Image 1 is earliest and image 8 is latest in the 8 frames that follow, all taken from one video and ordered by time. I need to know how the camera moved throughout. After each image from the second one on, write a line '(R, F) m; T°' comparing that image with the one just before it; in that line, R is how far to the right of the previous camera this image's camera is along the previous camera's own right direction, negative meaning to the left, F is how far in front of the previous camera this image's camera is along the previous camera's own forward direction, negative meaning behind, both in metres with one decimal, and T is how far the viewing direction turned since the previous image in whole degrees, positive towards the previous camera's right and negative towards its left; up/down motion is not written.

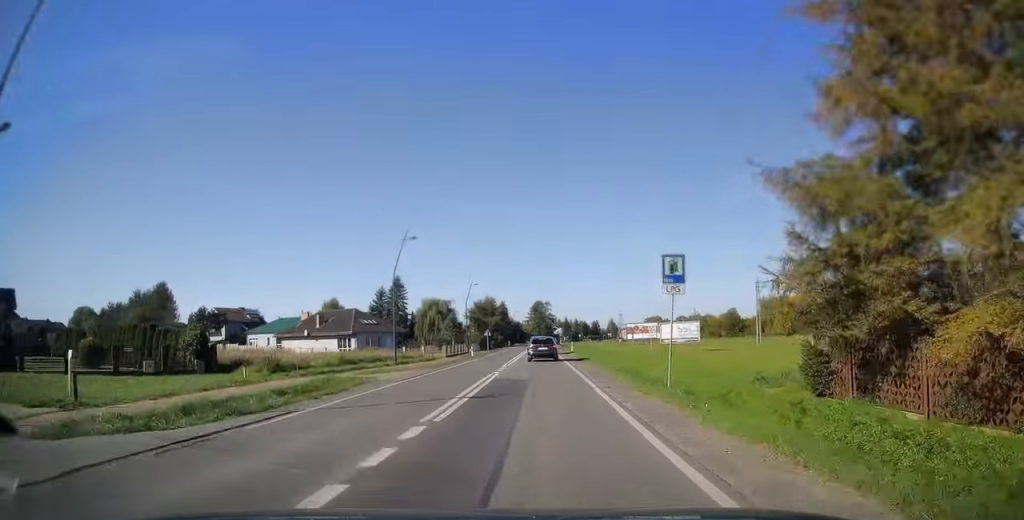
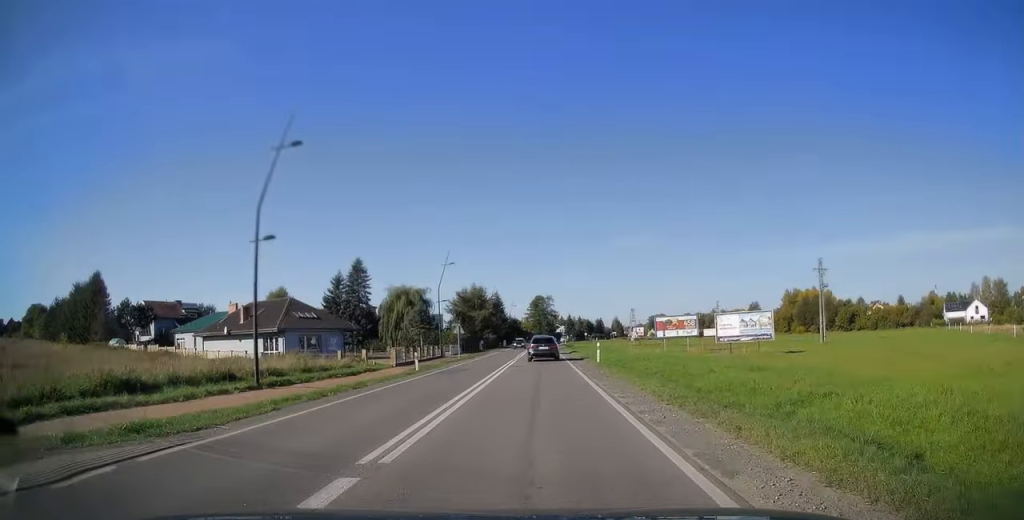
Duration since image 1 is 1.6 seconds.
(0.0, +24.3) m; 0°
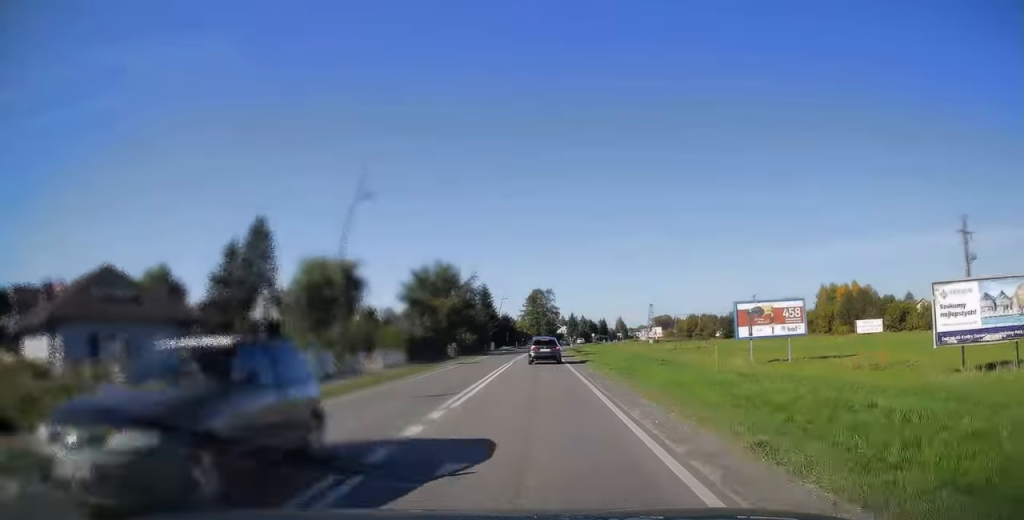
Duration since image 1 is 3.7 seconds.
(-0.2, +32.1) m; 0°
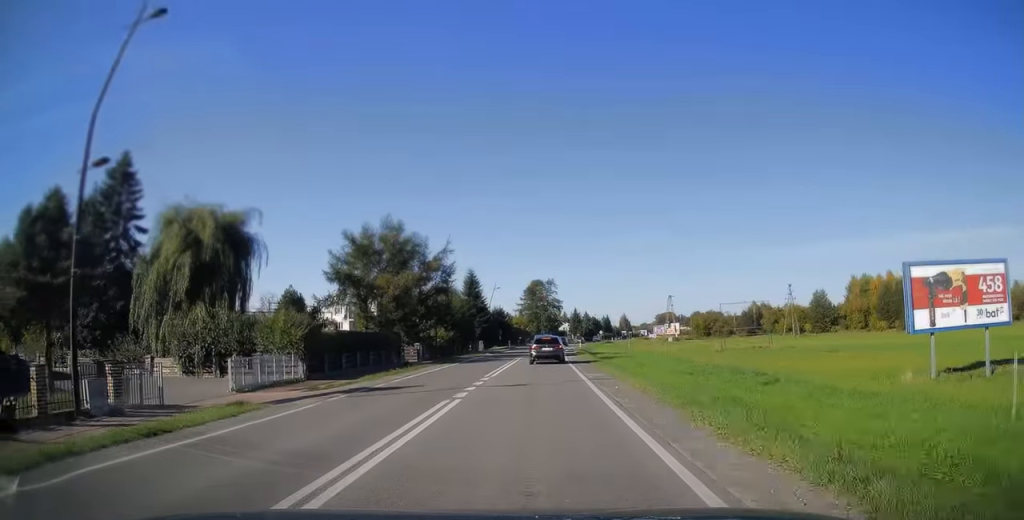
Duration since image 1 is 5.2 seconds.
(+0.2, +22.0) m; 0°
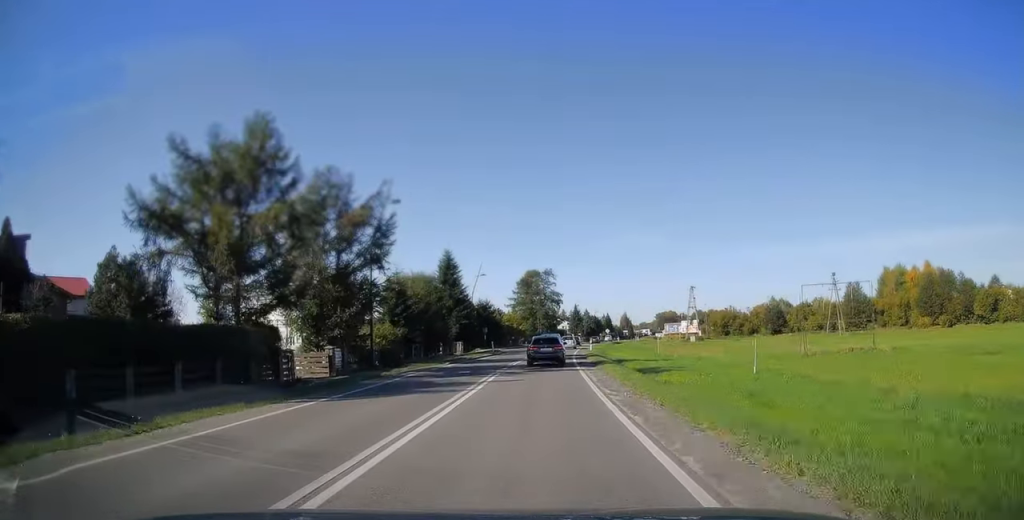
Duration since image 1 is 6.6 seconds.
(0.0, +21.4) m; 0°
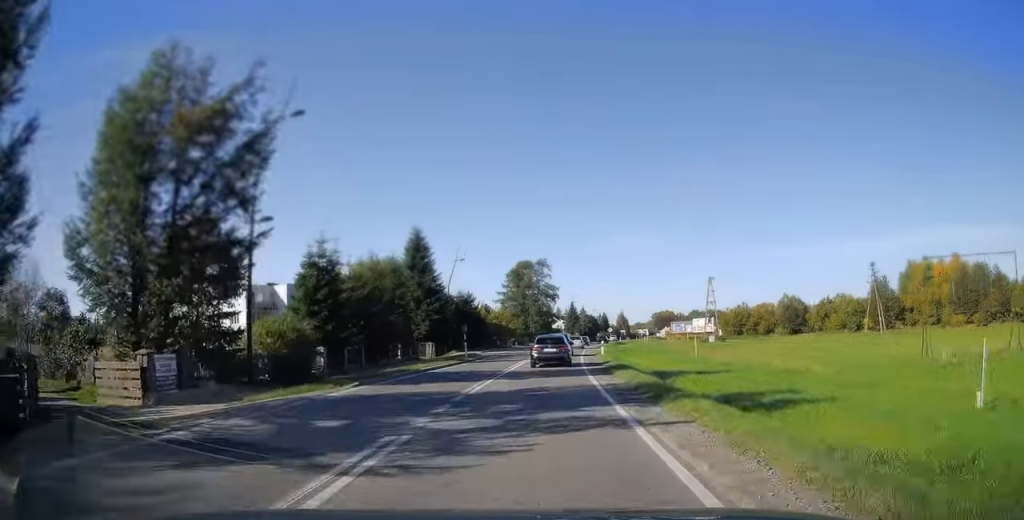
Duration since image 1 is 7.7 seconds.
(-0.1, +15.8) m; 0°
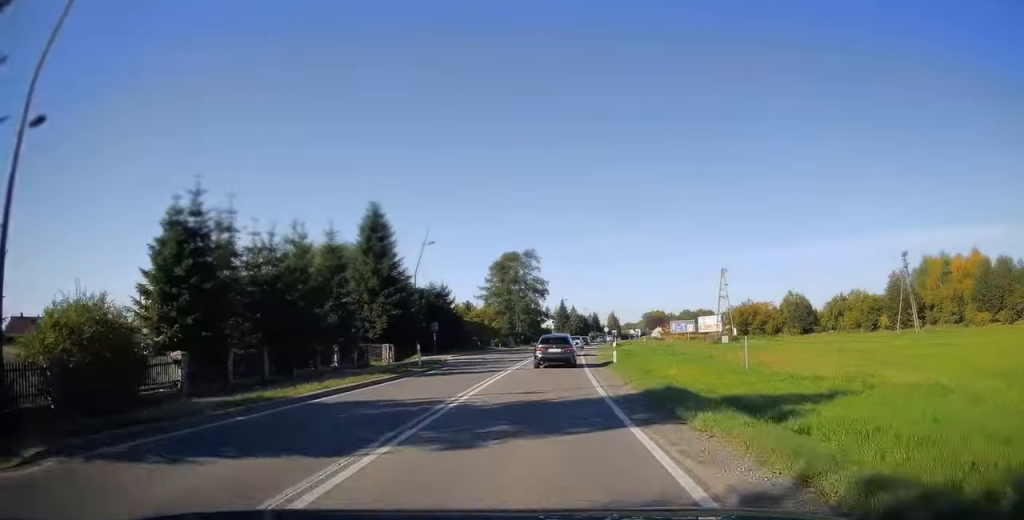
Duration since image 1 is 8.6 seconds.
(+0.1, +12.0) m; +1°
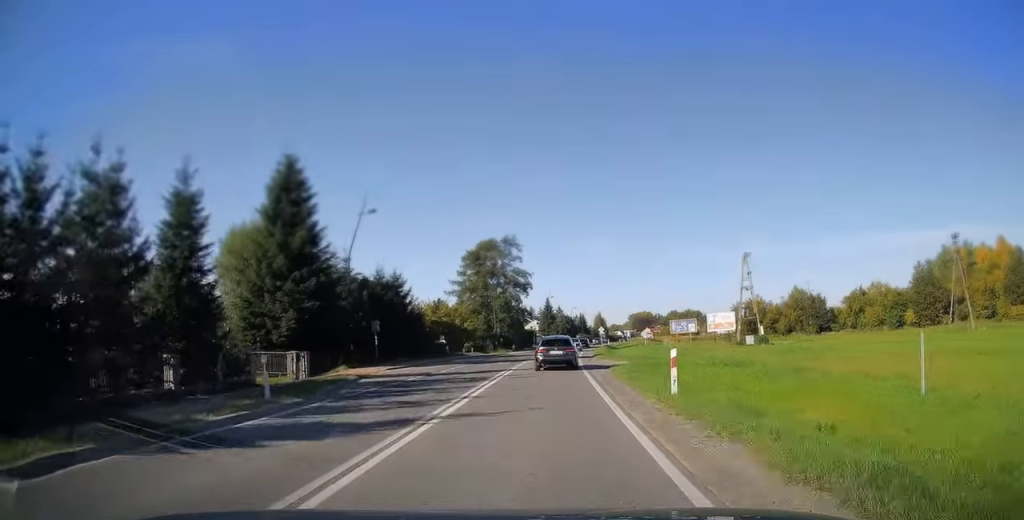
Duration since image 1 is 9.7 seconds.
(0.0, +15.1) m; +1°
